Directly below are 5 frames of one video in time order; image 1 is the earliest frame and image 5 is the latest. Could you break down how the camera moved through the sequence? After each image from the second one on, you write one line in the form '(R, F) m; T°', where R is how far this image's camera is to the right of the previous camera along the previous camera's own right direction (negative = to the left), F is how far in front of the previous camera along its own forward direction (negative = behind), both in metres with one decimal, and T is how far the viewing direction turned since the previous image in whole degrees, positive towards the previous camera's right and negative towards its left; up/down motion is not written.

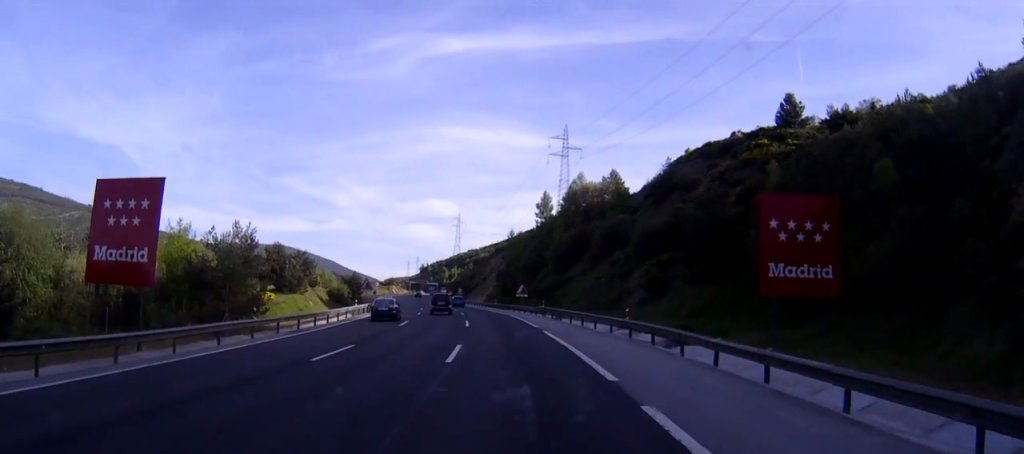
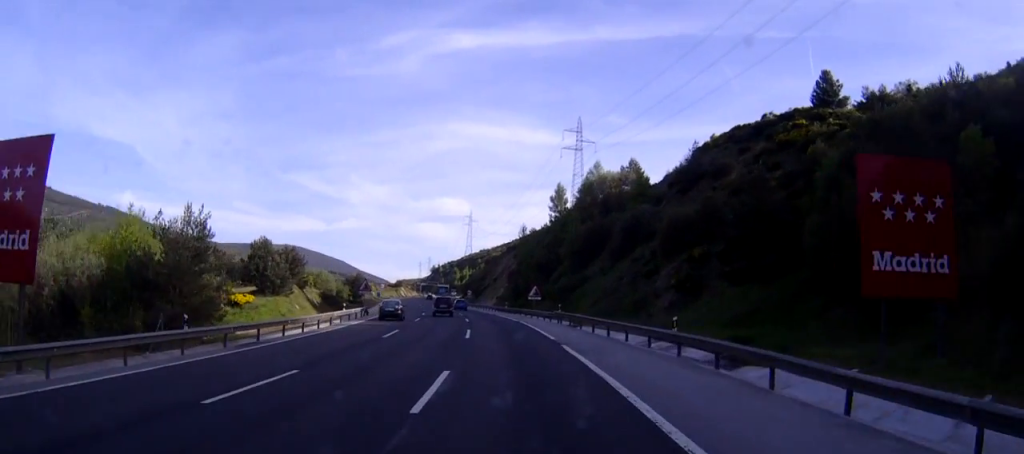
(0.0, +7.7) m; -1°
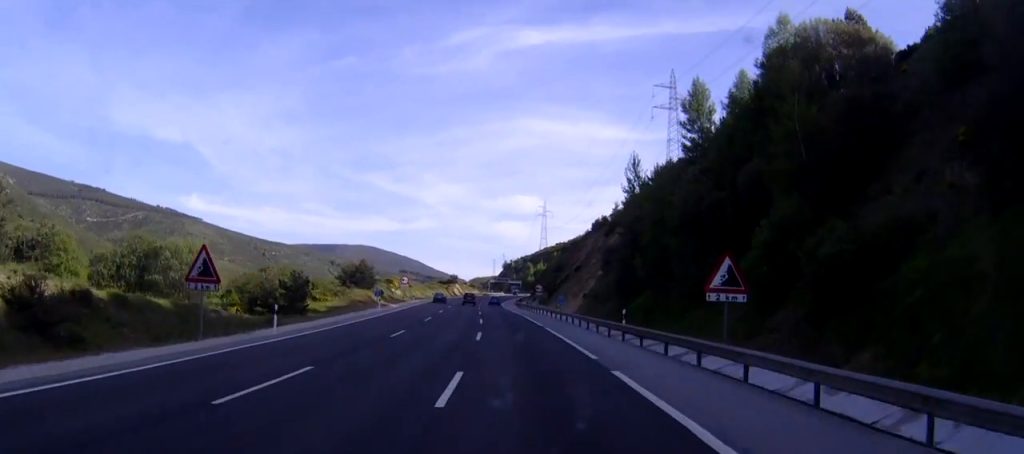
(-4.5, +57.1) m; -6°
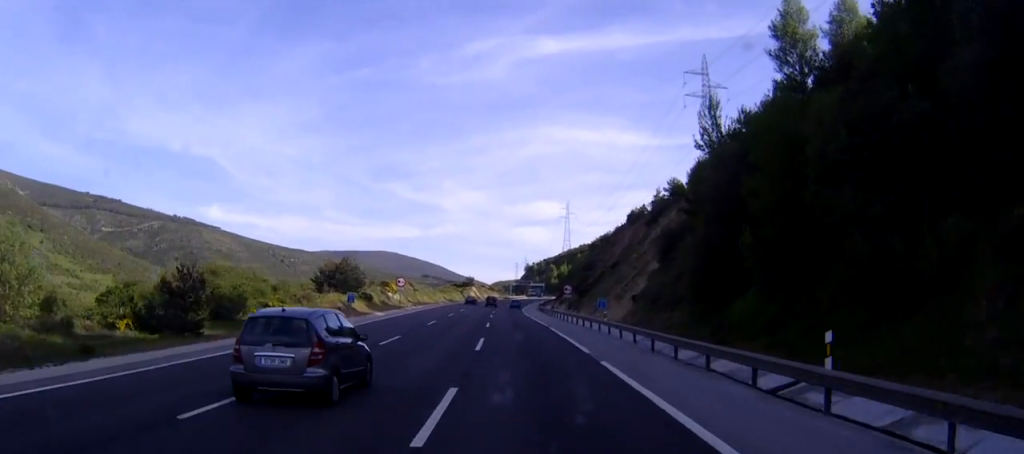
(0.0, +20.9) m; 0°
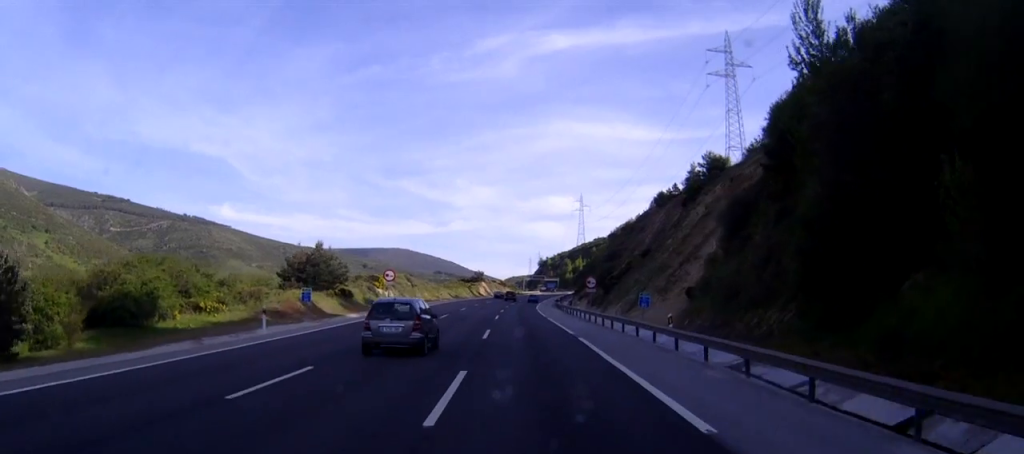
(0.0, +15.0) m; 0°
